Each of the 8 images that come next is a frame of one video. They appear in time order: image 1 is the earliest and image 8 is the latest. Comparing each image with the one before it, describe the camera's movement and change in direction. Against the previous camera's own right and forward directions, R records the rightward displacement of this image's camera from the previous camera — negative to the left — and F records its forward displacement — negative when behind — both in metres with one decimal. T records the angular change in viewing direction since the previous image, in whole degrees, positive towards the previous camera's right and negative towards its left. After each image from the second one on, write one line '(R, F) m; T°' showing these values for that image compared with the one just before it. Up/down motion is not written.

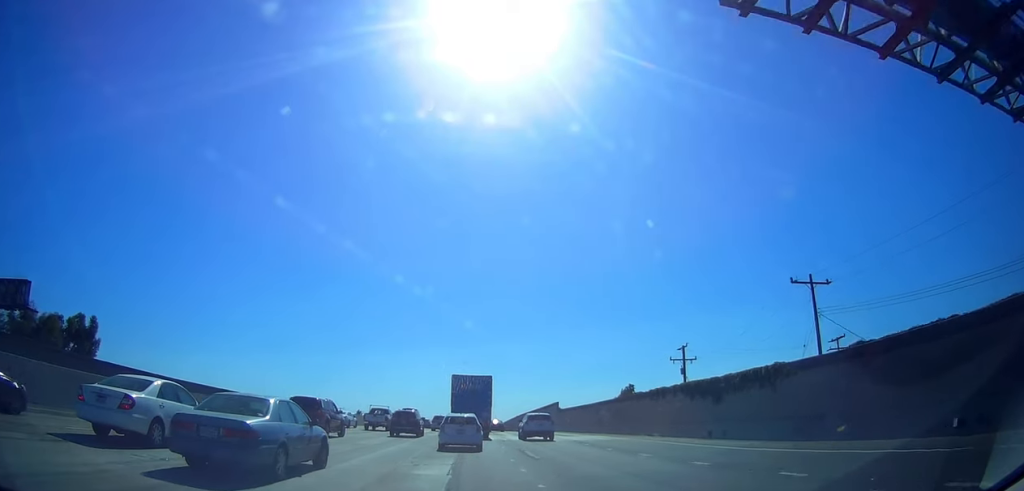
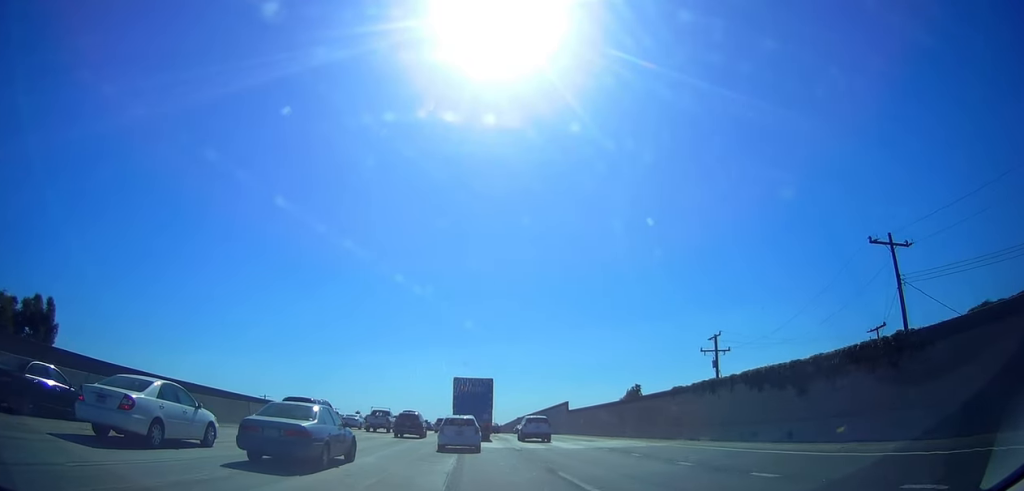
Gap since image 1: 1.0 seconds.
(0.0, +7.1) m; 0°
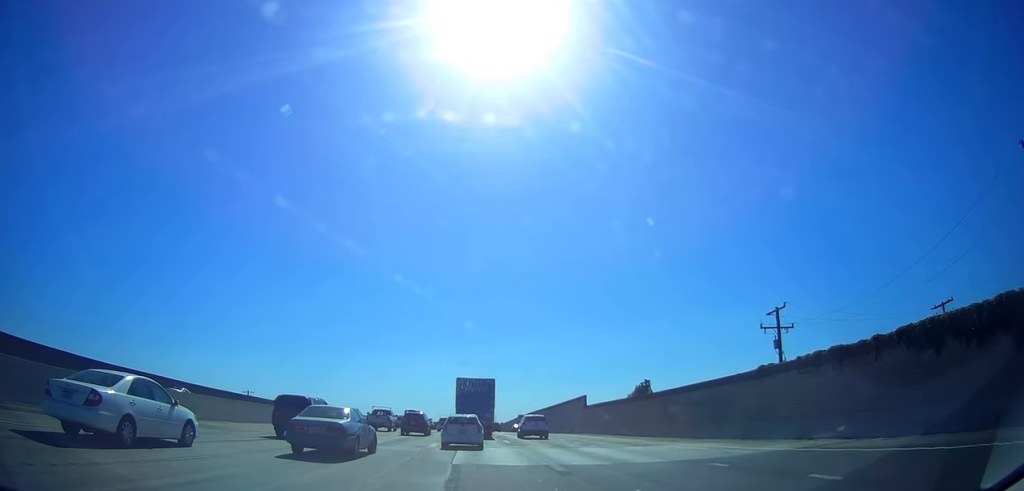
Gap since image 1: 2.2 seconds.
(0.0, +8.7) m; 0°
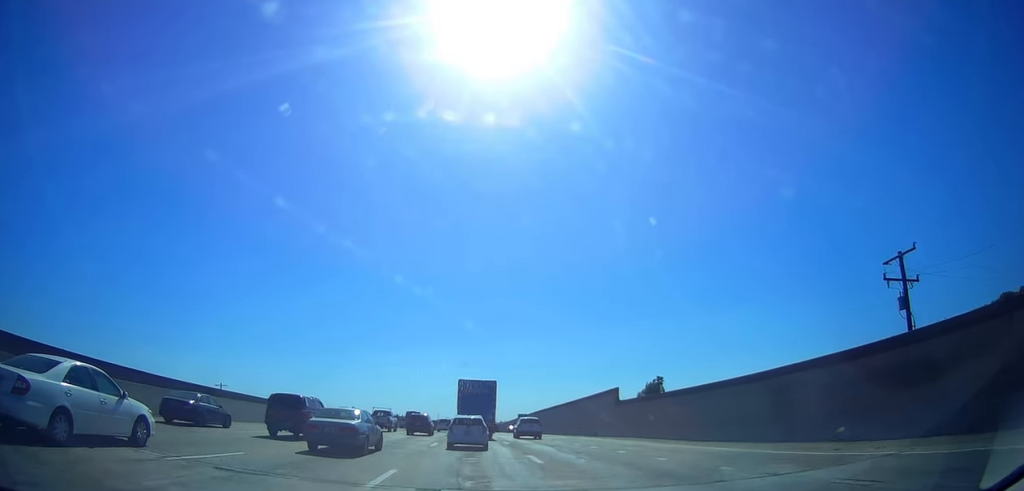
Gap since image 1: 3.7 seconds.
(0.0, +13.5) m; 0°
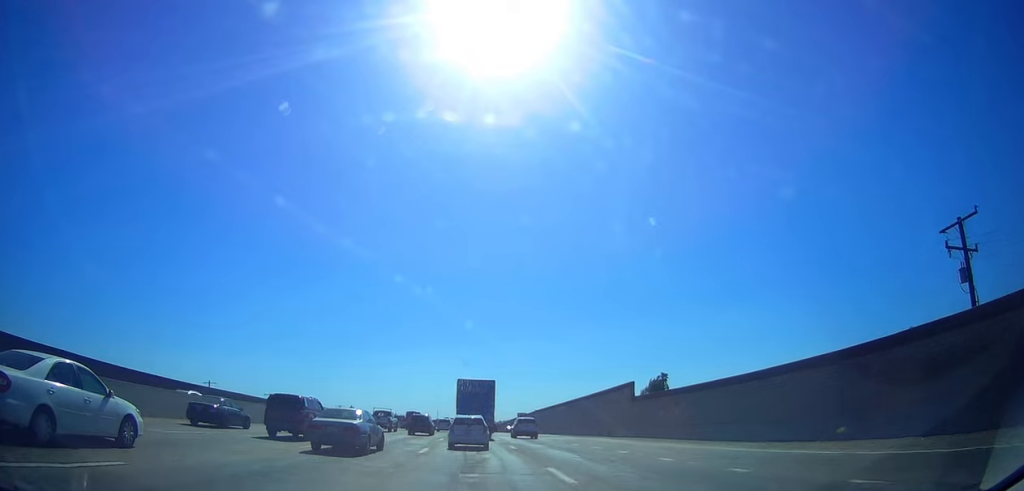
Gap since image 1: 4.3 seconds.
(0.0, +5.2) m; 0°
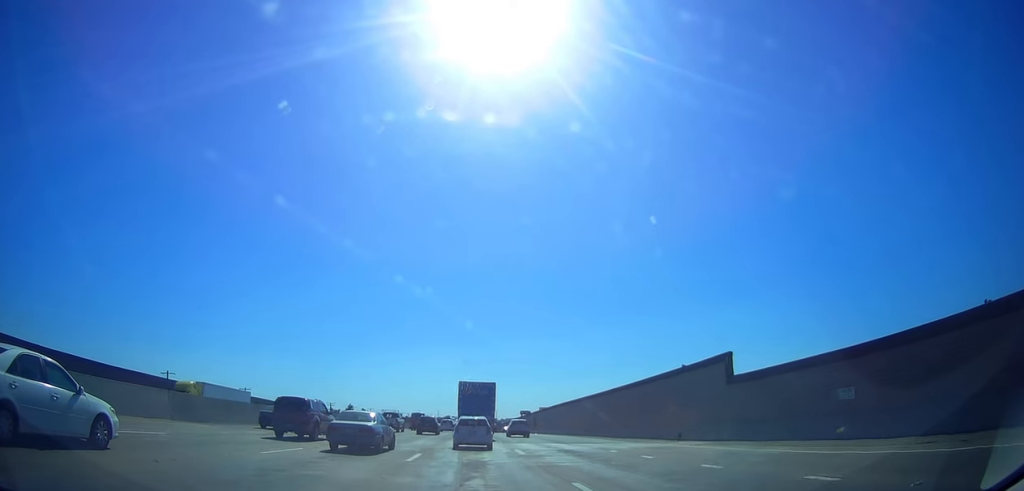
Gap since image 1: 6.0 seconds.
(0.0, +16.7) m; 0°
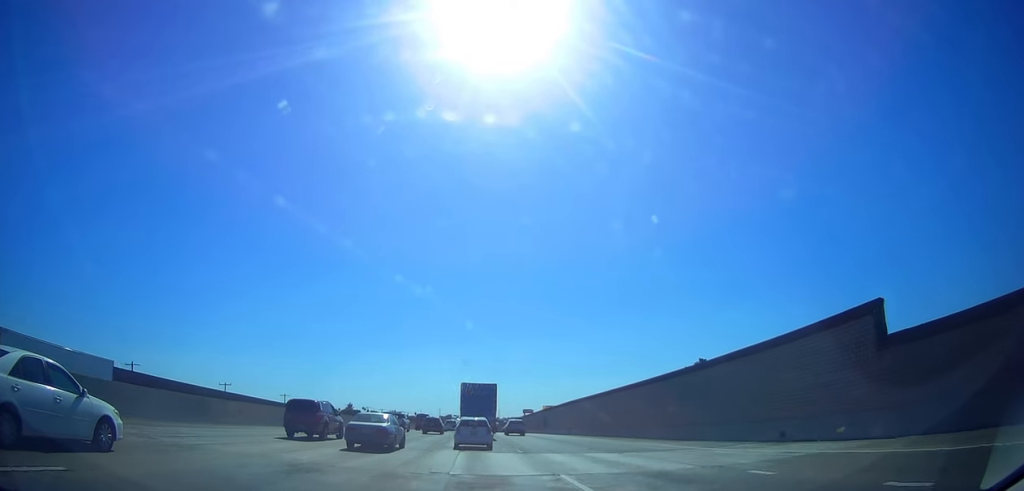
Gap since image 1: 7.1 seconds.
(0.0, +11.1) m; 0°
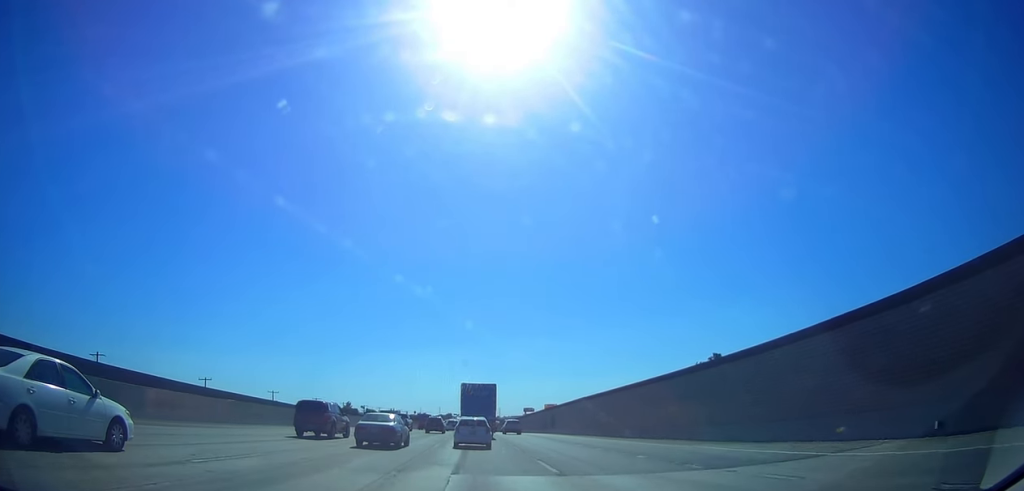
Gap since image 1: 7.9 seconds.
(0.0, +8.7) m; -1°
